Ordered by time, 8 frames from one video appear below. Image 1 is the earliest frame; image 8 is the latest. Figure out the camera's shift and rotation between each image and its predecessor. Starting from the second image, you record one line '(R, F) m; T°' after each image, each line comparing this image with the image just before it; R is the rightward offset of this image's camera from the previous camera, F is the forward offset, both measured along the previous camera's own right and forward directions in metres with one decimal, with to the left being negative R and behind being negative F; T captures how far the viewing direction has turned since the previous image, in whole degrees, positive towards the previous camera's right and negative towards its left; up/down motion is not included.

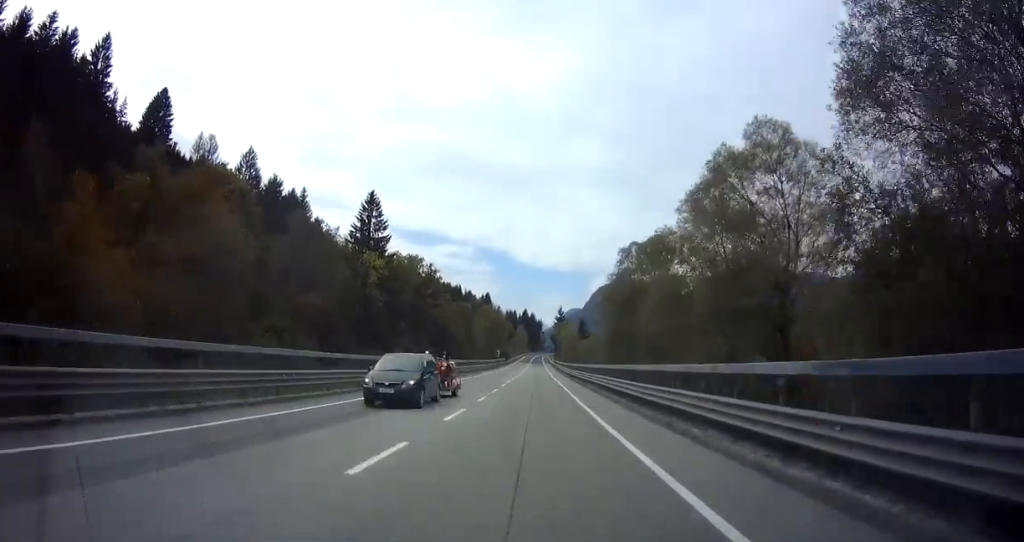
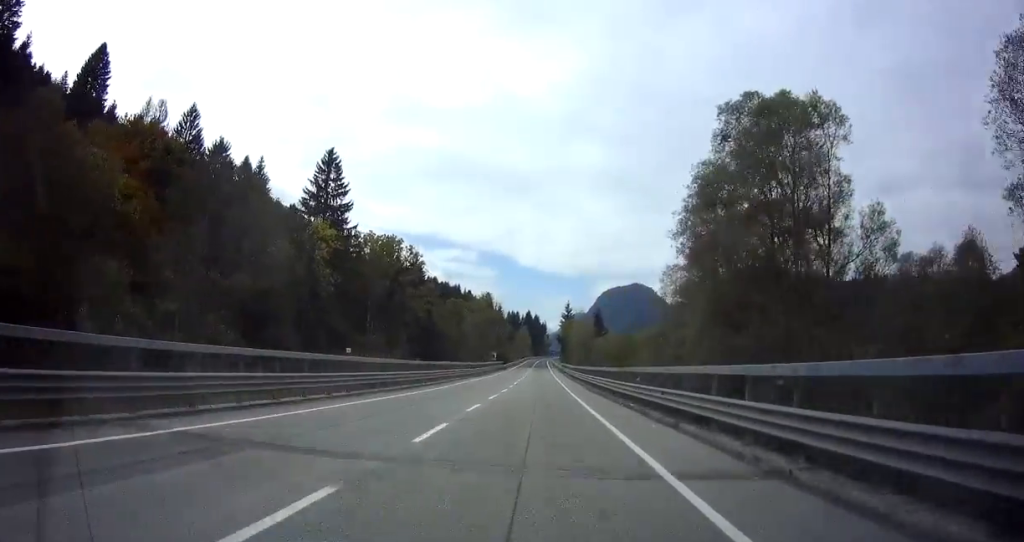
(0.0, +24.9) m; 0°
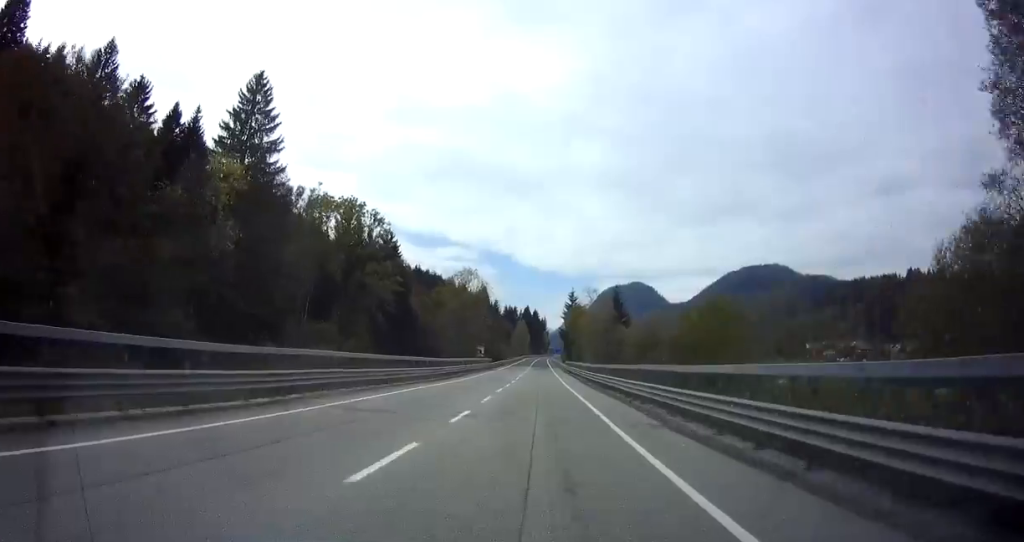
(0.0, +25.6) m; 0°
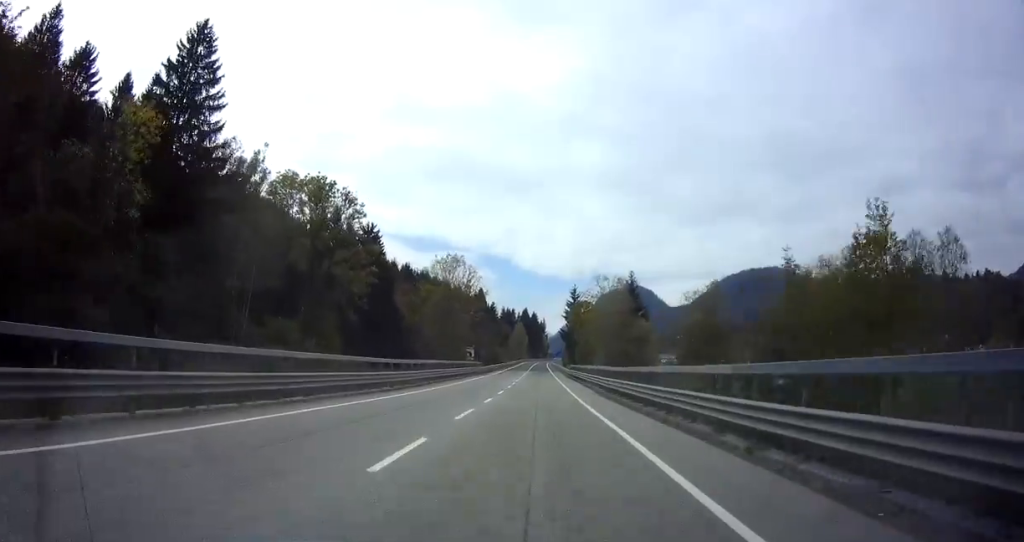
(0.0, +13.0) m; 0°
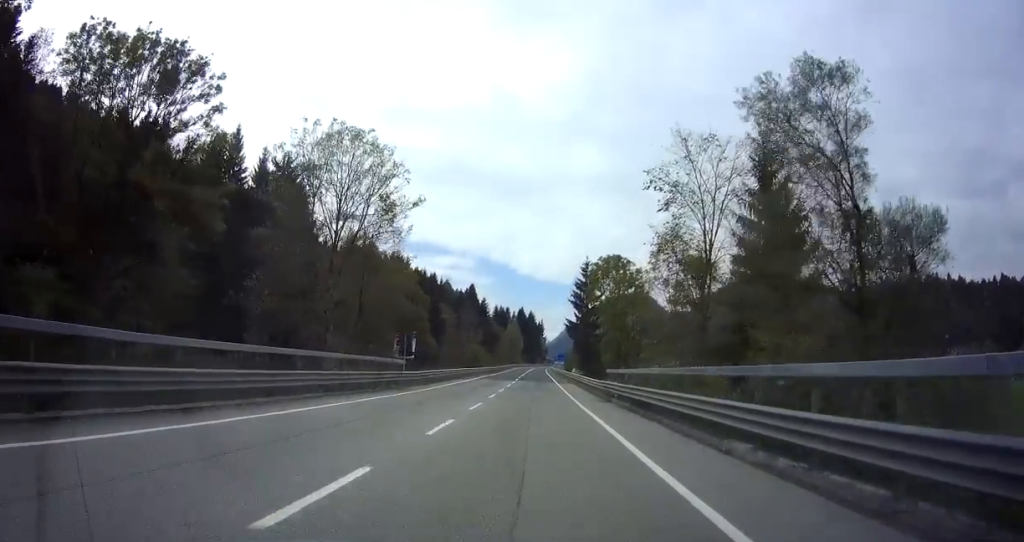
(+0.2, +38.0) m; +1°
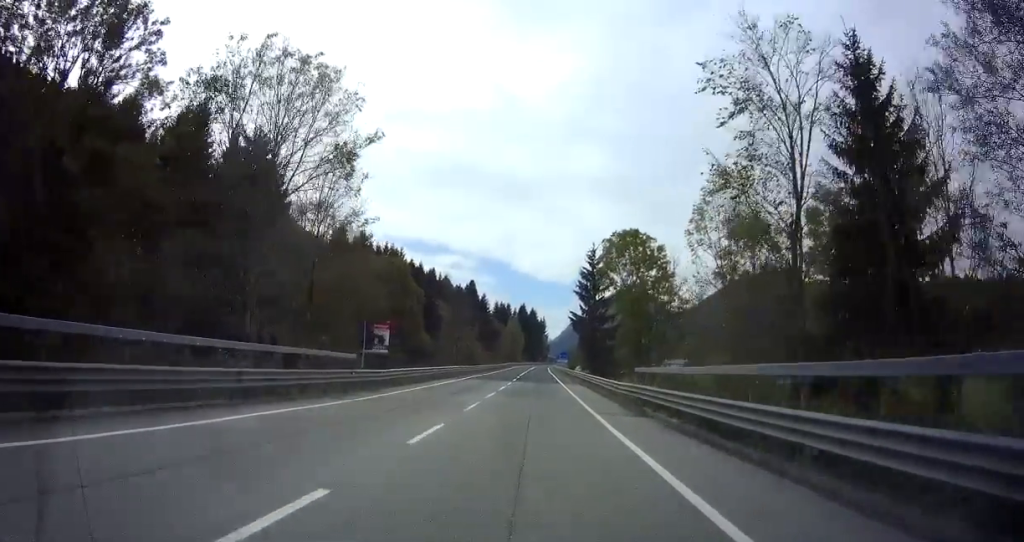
(+0.2, +9.3) m; 0°
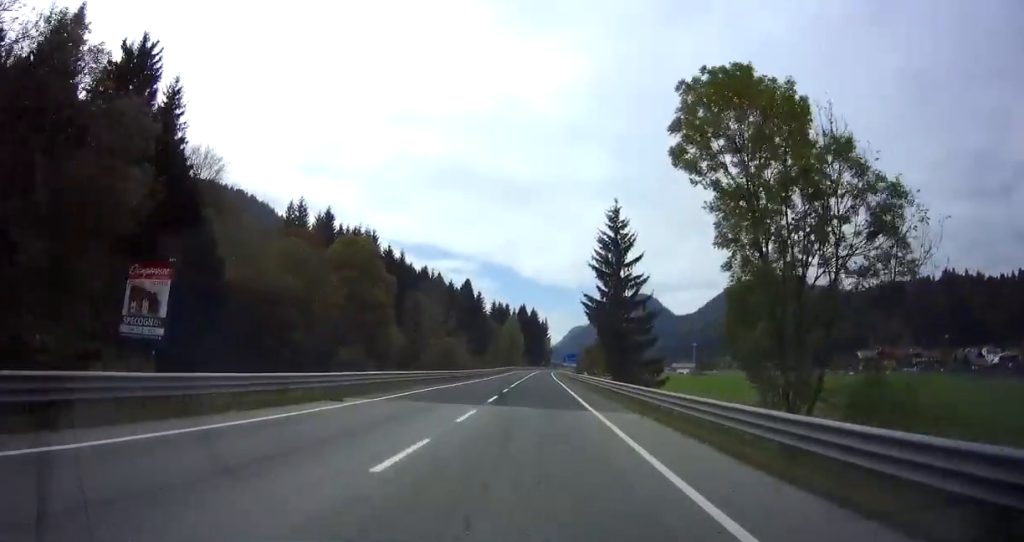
(-0.3, +23.5) m; -1°
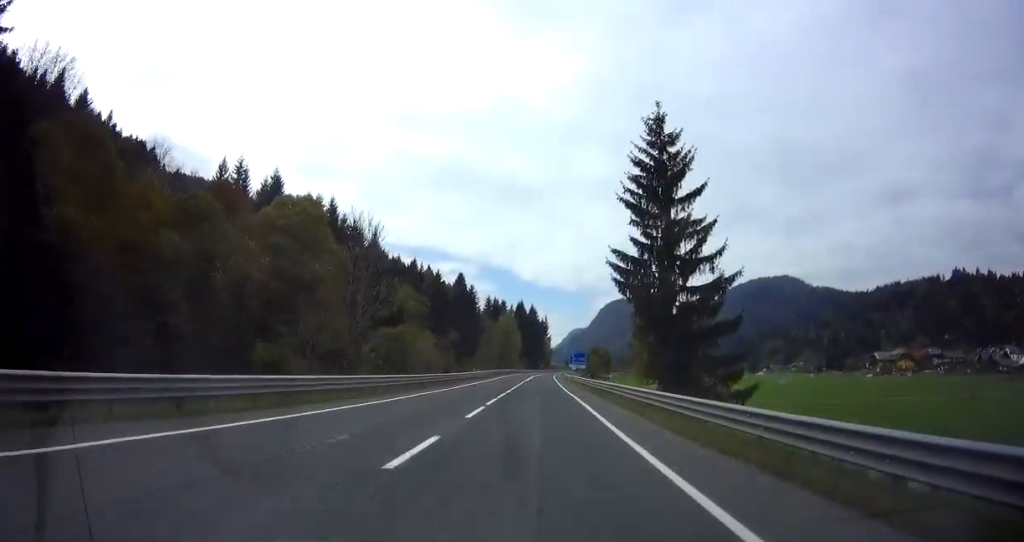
(0.0, +23.1) m; 0°
